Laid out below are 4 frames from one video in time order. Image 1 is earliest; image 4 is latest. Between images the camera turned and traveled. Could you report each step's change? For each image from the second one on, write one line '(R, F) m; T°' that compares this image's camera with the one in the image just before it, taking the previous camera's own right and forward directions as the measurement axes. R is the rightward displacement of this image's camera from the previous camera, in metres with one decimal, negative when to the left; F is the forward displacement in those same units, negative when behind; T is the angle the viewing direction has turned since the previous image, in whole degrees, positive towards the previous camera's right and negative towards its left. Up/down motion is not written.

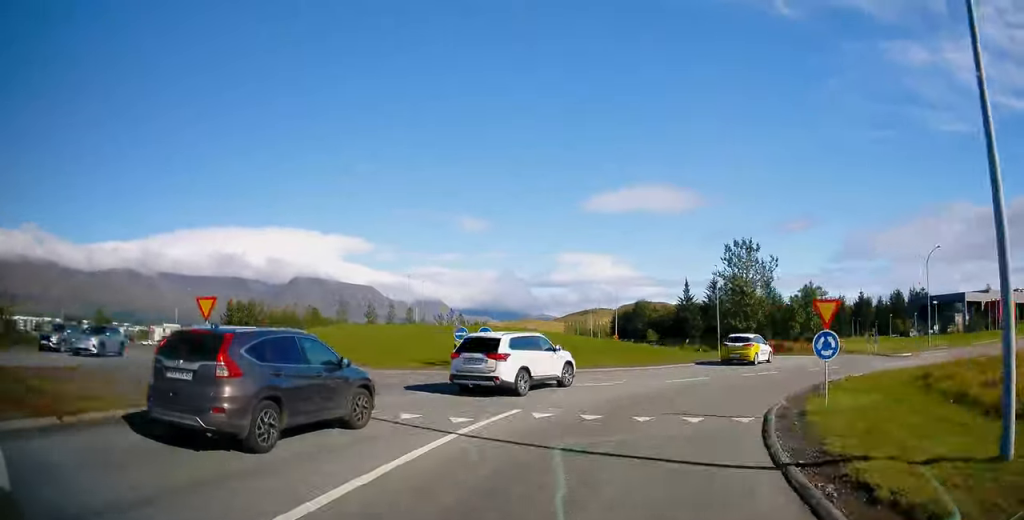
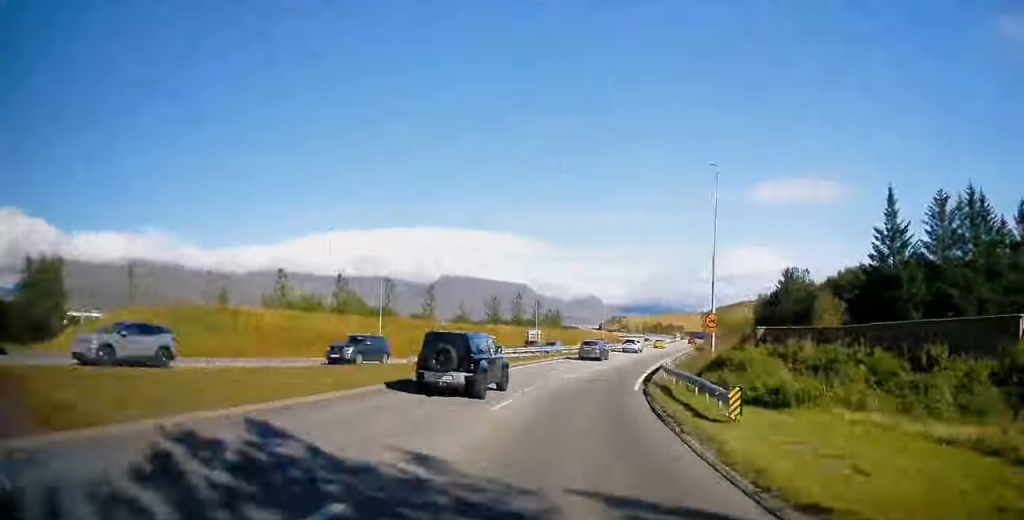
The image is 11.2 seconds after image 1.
(-14.0, +99.4) m; -17°
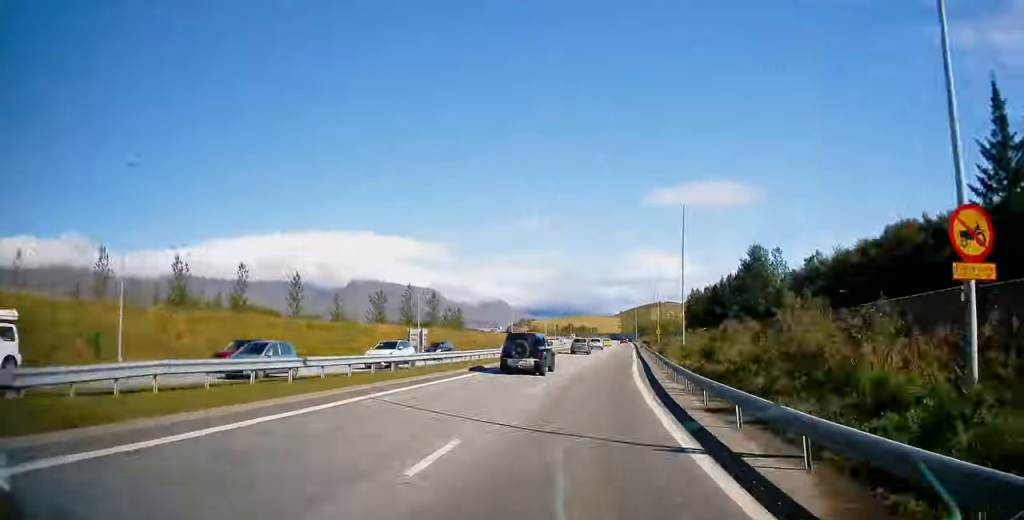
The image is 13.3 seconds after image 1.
(+2.0, +27.6) m; +5°
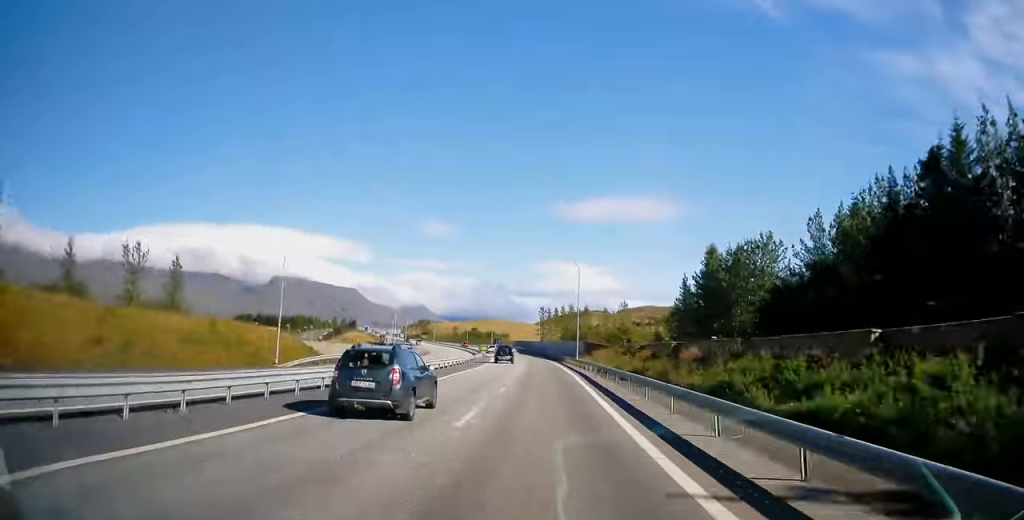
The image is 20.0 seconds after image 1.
(+4.9, +102.2) m; -3°
